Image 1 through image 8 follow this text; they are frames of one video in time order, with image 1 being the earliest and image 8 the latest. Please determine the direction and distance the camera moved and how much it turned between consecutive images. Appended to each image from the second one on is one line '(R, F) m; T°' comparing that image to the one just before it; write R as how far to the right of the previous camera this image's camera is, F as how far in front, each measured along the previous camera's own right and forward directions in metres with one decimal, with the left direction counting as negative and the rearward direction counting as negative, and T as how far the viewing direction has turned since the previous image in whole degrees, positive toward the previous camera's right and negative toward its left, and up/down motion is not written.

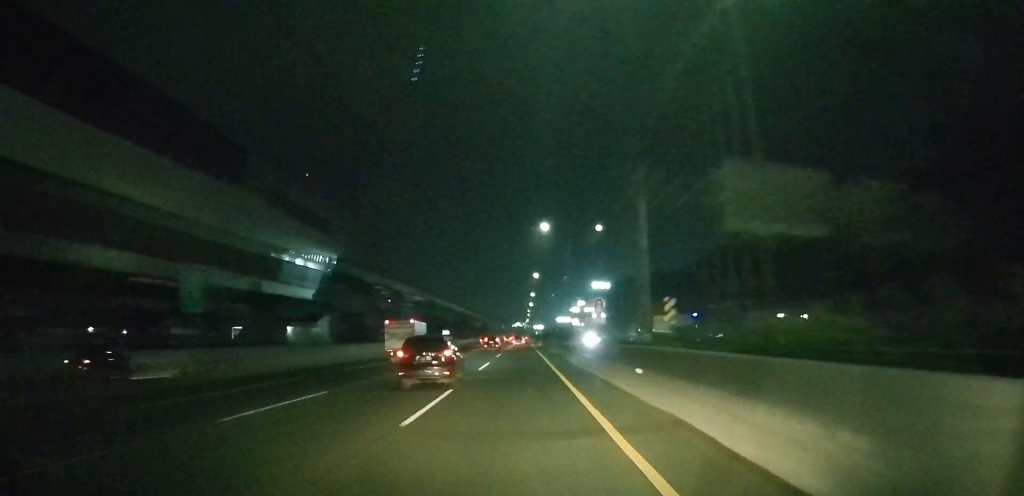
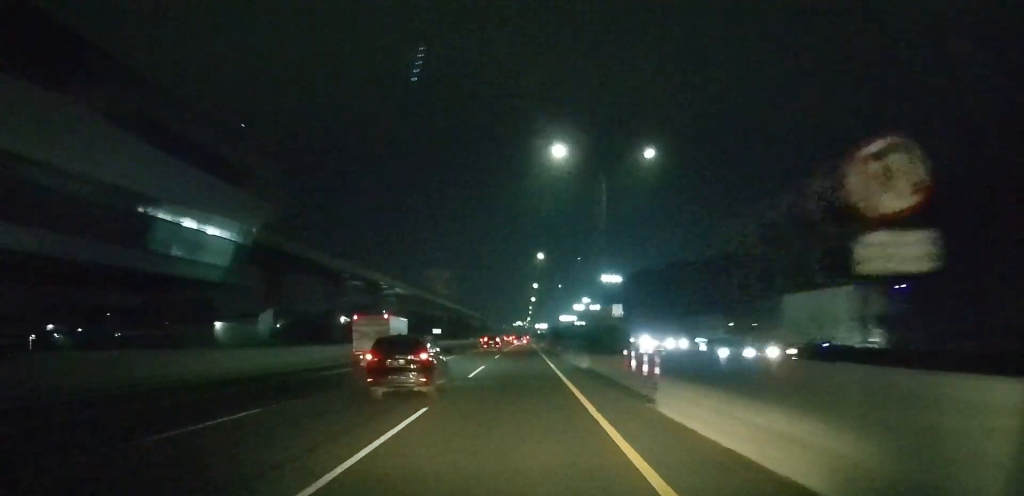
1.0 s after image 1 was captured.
(0.0, +23.5) m; 0°
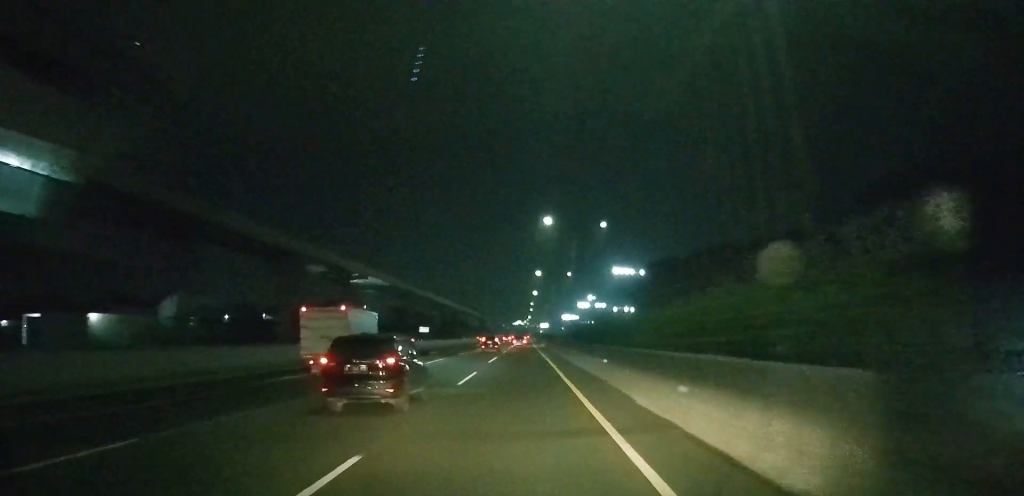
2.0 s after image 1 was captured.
(-0.1, +22.7) m; 0°
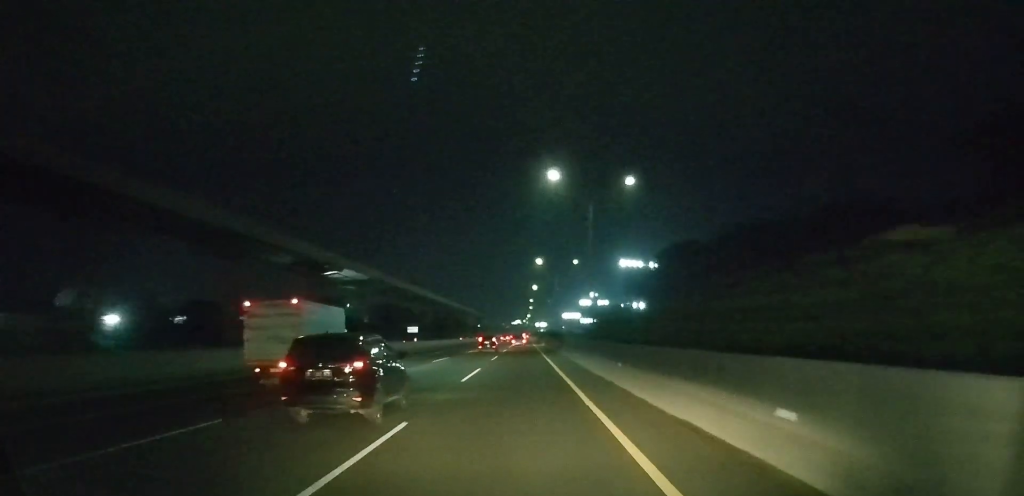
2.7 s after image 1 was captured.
(0.0, +13.9) m; 0°
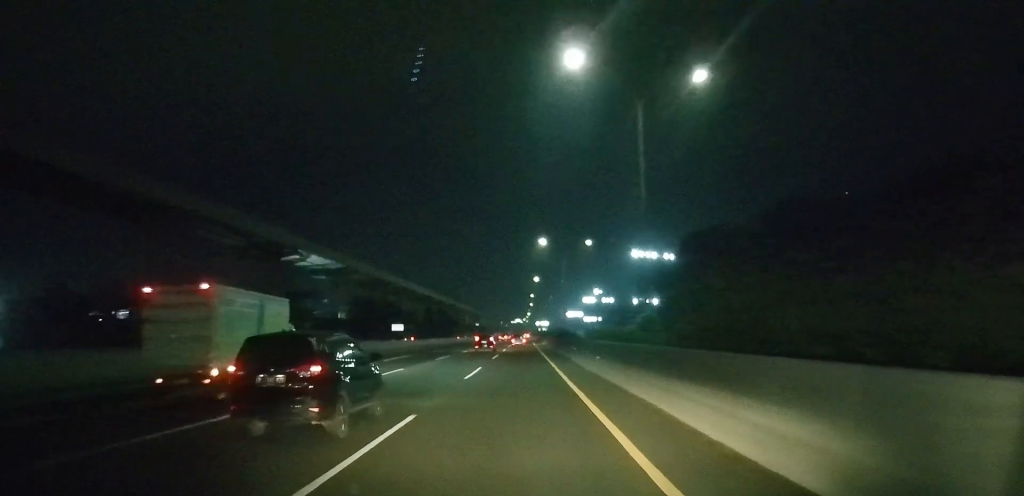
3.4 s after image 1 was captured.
(-0.1, +16.6) m; 0°
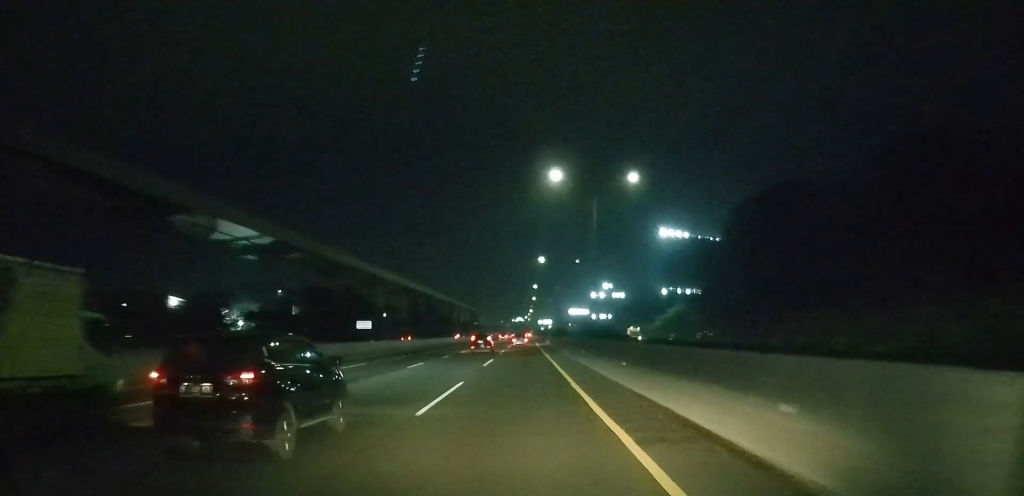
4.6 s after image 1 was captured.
(+0.2, +29.5) m; +1°
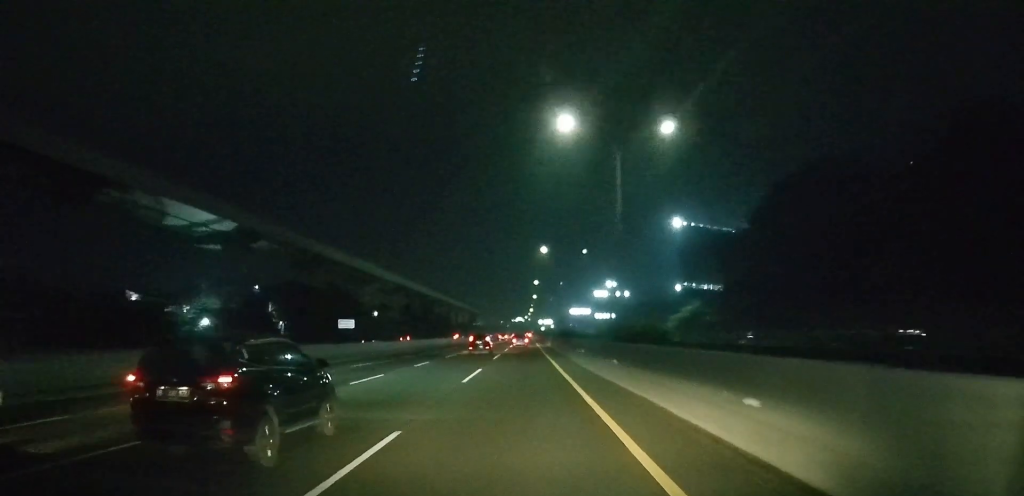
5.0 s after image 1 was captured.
(0.0, +11.9) m; 0°
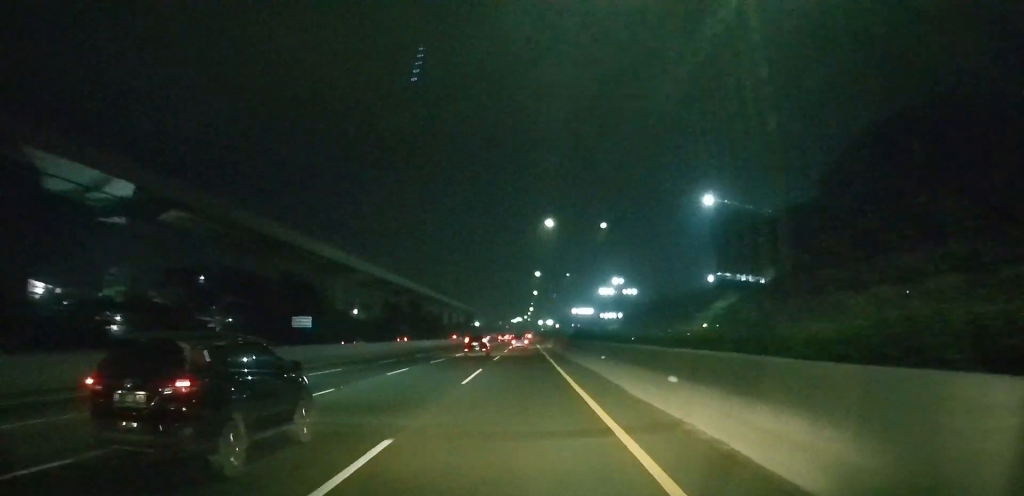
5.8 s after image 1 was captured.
(0.0, +20.6) m; 0°
